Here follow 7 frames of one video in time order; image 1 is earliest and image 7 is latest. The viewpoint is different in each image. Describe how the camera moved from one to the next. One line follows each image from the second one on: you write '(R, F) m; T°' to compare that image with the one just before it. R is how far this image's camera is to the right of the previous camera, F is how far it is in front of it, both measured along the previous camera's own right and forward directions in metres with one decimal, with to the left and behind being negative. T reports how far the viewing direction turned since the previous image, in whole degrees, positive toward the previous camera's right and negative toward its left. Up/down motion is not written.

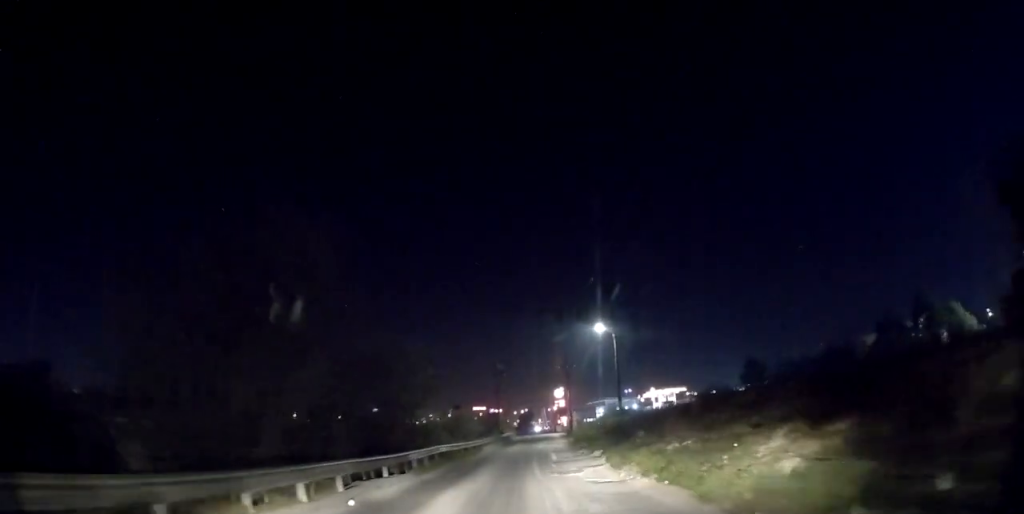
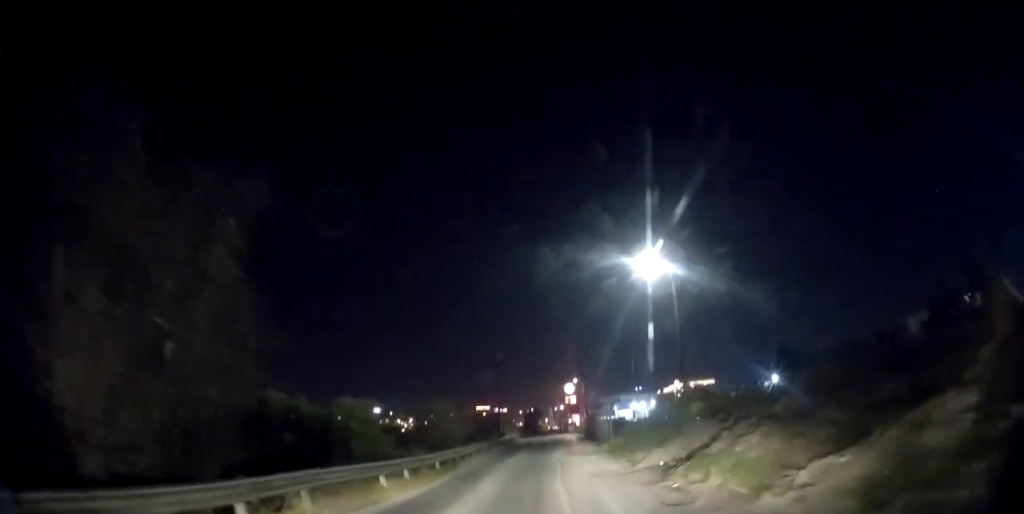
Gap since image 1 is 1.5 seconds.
(-0.5, +14.1) m; -1°
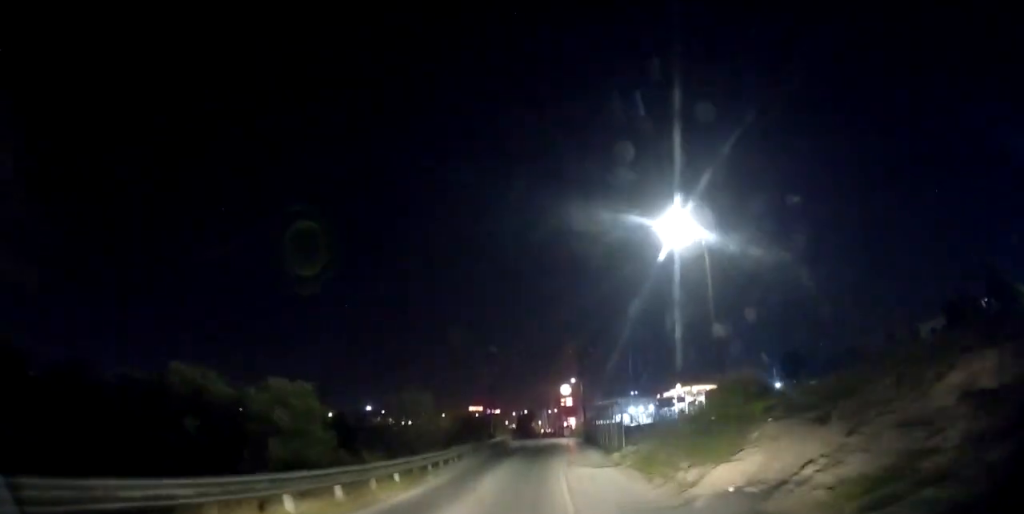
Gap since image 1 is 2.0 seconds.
(-0.1, +4.9) m; +1°
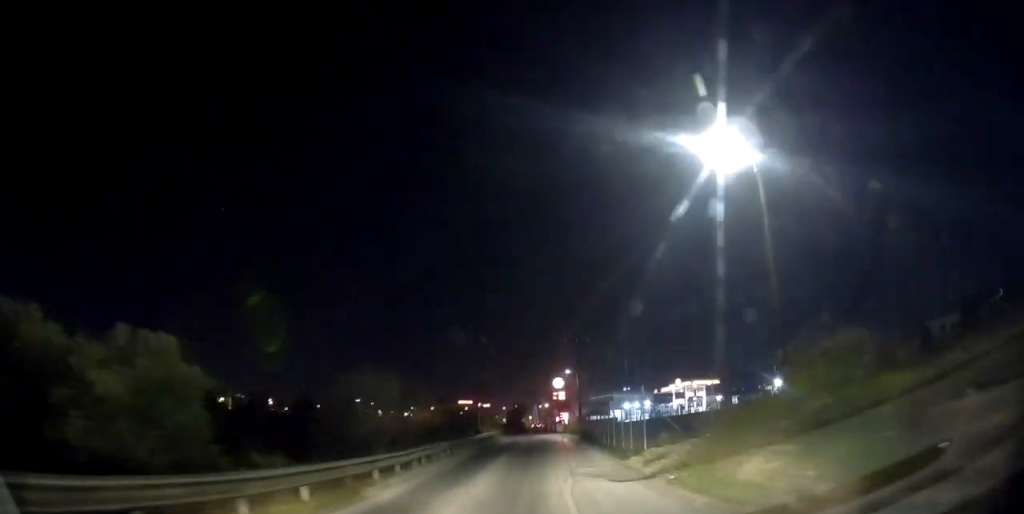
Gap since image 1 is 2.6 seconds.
(+0.3, +5.4) m; +1°
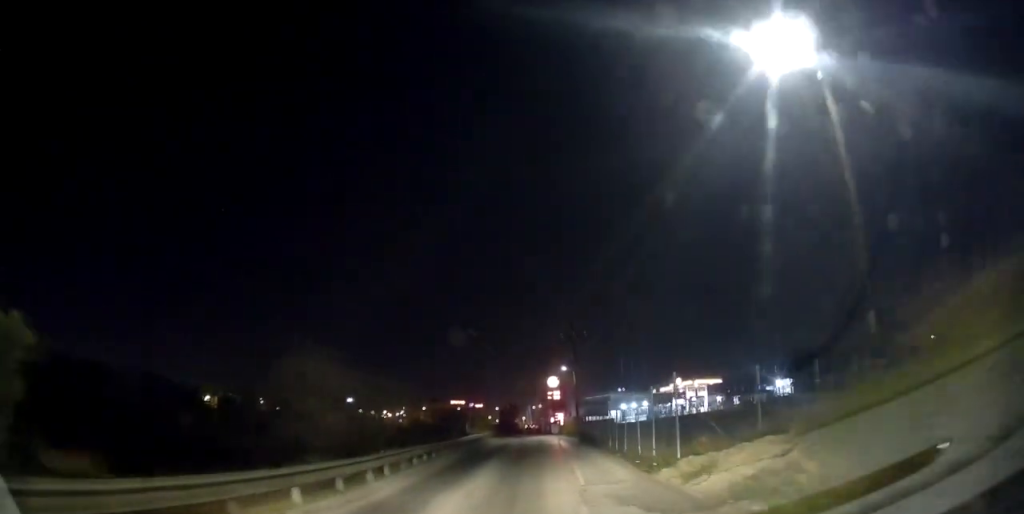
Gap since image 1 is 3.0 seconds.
(+0.1, +4.1) m; +1°
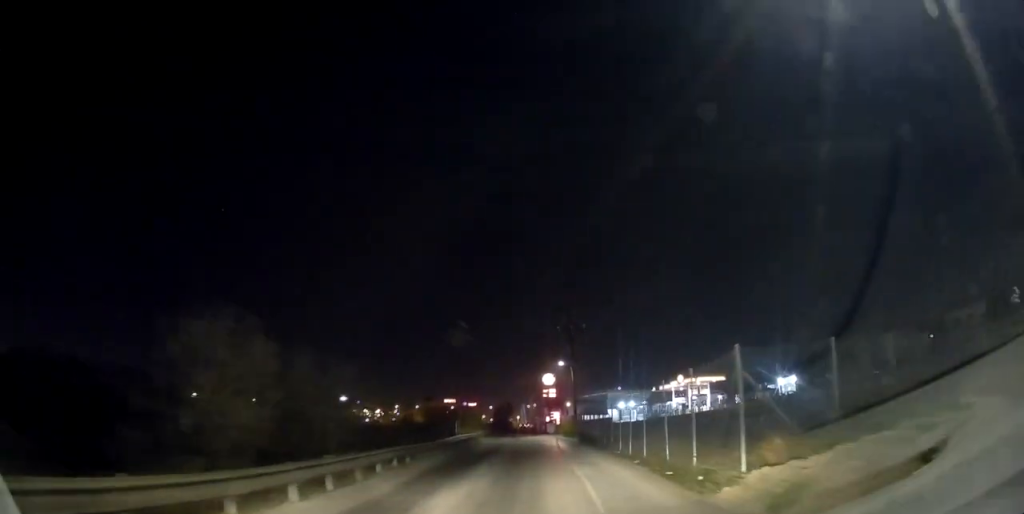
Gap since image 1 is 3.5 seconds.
(0.0, +3.9) m; -1°
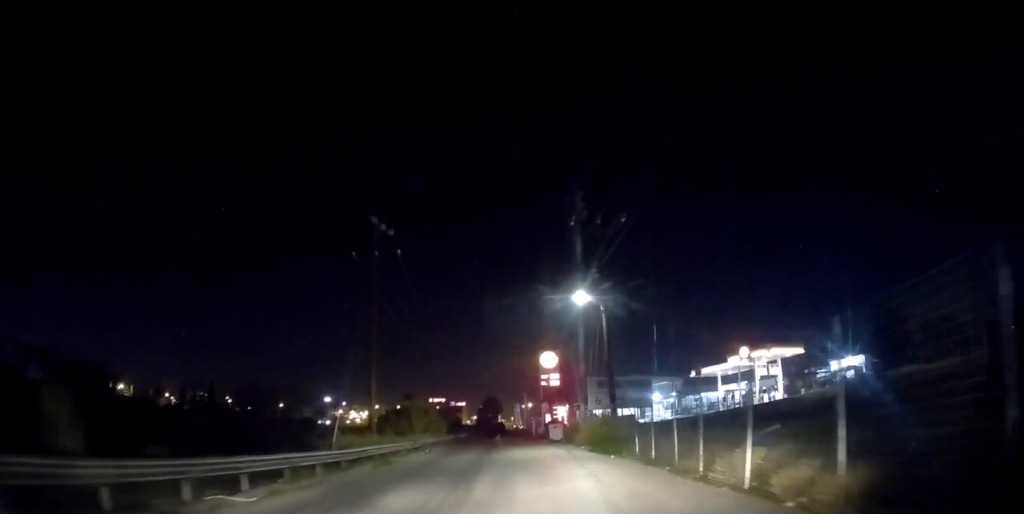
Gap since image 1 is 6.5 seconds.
(+0.5, +27.3) m; +1°
